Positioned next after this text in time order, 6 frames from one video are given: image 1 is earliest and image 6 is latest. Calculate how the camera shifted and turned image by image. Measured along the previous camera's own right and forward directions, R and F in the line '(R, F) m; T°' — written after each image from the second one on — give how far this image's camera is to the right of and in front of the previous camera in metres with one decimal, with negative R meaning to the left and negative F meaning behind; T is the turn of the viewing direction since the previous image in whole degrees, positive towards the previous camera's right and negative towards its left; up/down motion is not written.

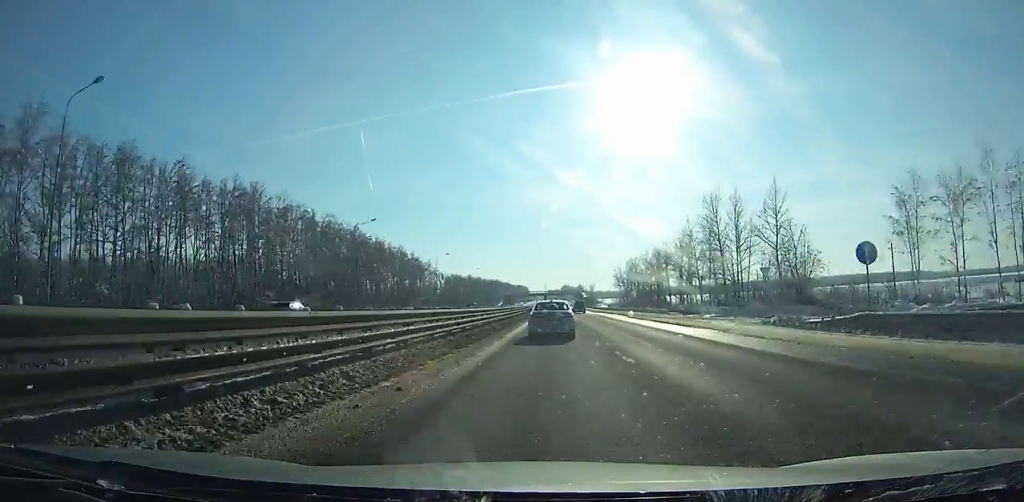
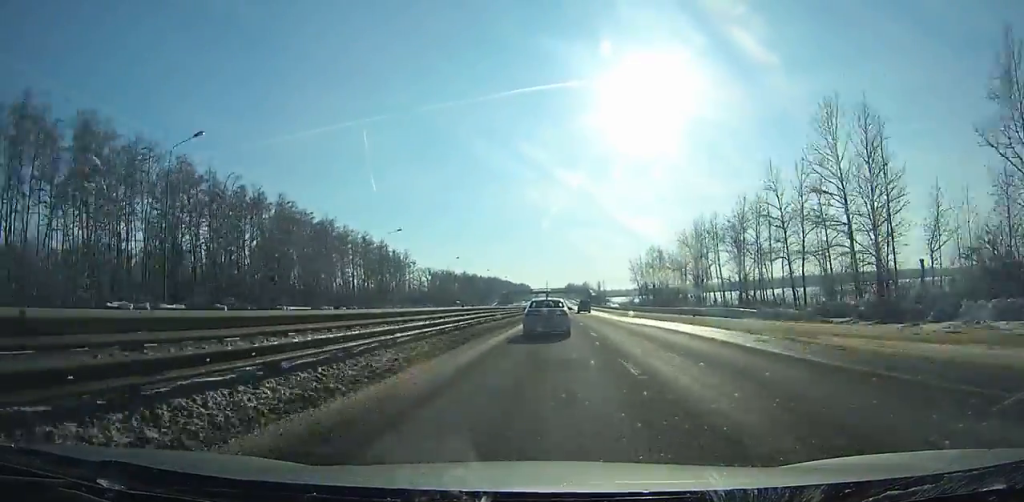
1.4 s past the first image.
(+0.3, +40.4) m; 0°
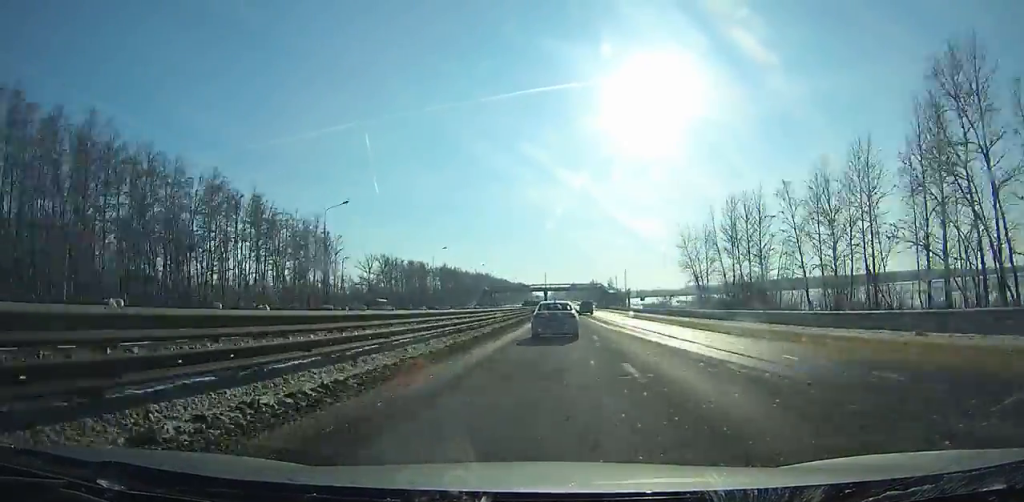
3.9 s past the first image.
(-0.5, +71.4) m; 0°
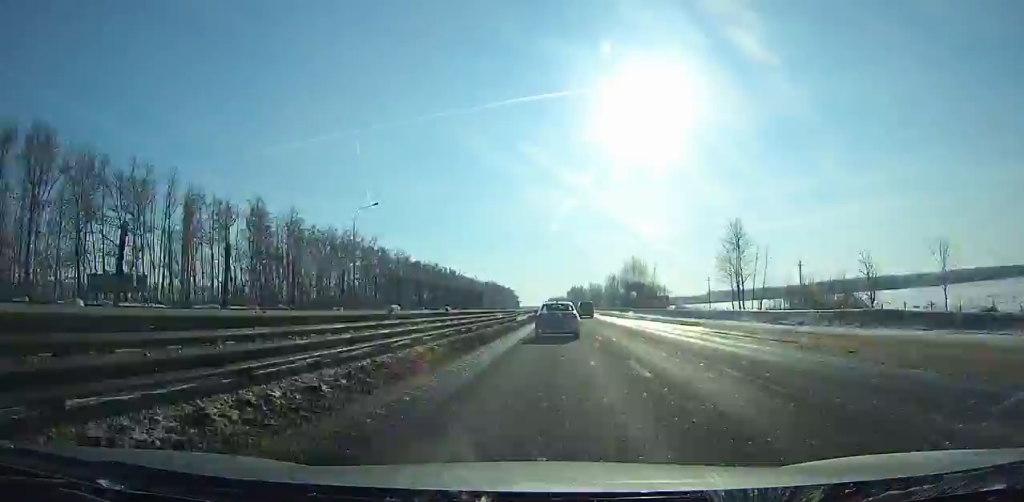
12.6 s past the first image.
(+0.5, +246.5) m; 0°
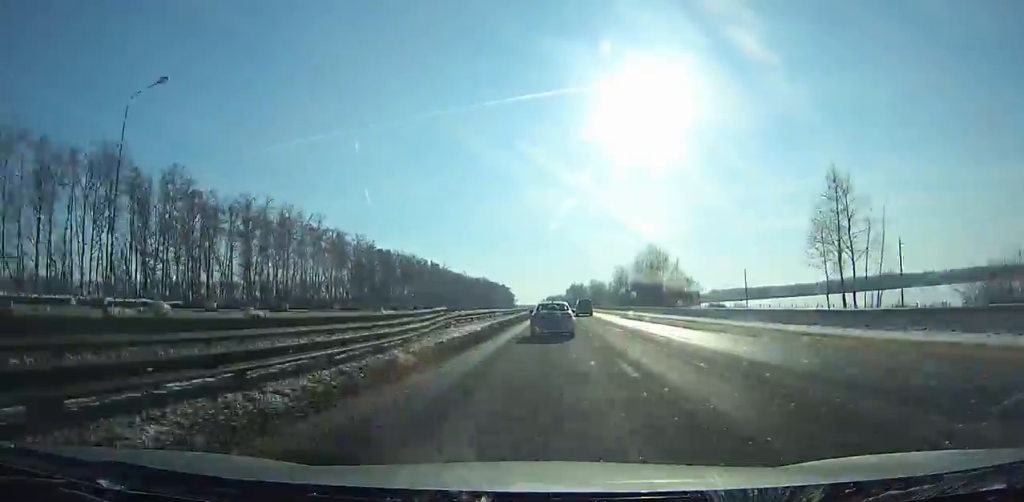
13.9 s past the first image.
(+0.1, +36.9) m; 0°
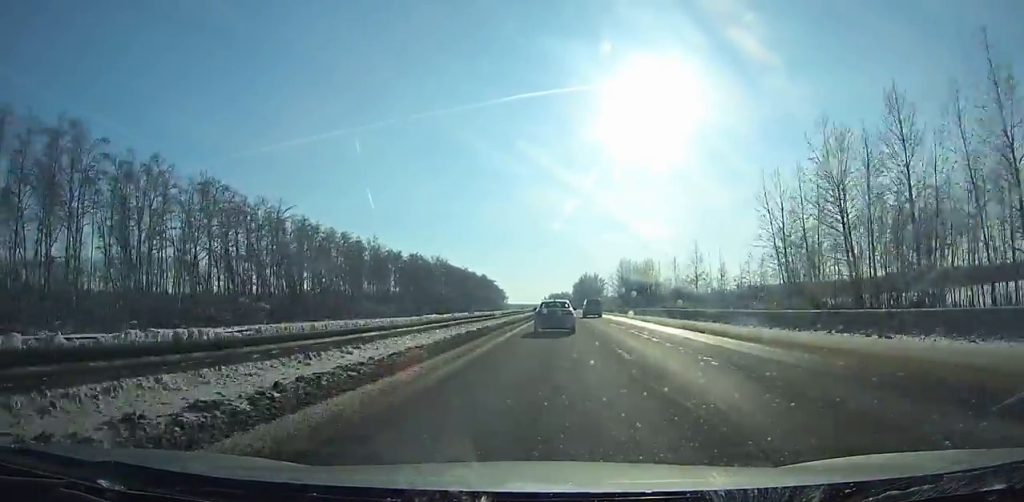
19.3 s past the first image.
(-1.2, +154.3) m; -1°
